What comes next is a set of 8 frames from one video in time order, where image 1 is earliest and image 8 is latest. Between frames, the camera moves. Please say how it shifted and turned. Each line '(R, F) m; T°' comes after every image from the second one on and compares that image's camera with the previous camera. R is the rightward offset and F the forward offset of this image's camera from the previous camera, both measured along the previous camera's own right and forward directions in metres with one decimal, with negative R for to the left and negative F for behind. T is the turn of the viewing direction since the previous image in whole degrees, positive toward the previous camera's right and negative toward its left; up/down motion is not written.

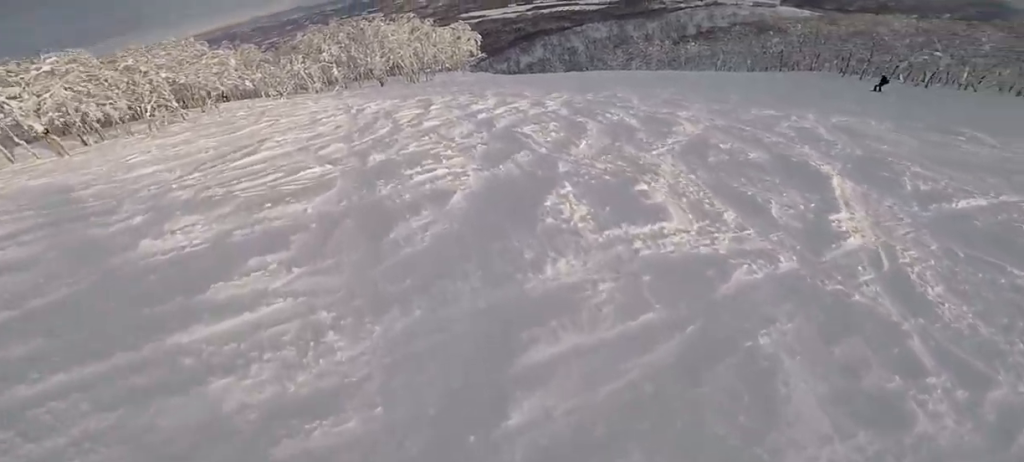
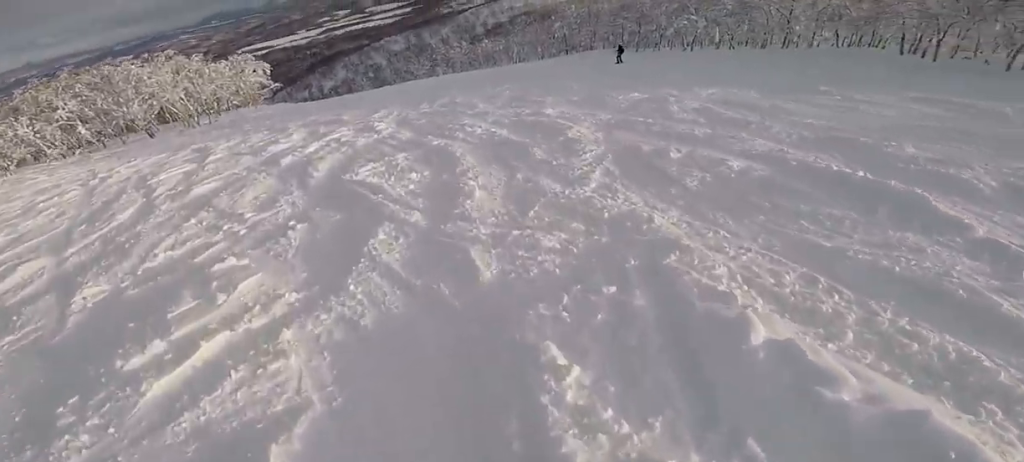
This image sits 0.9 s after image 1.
(+0.4, +4.0) m; +10°
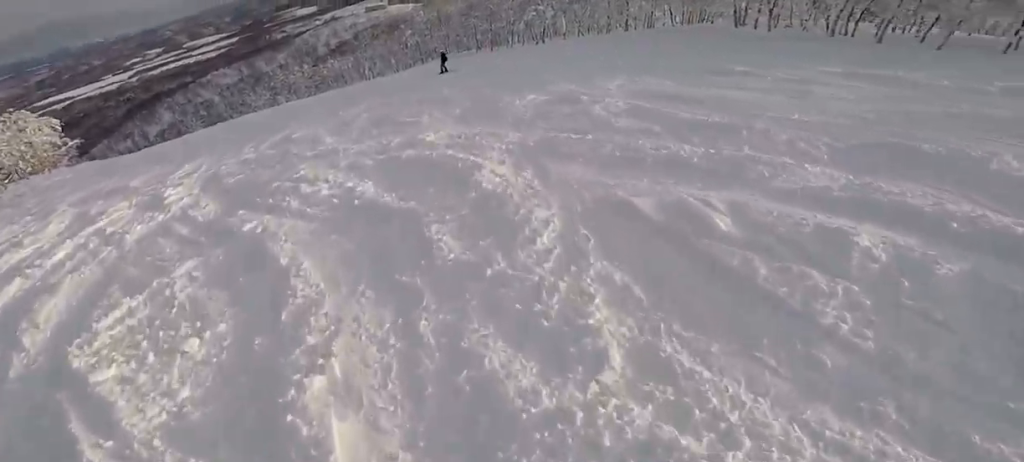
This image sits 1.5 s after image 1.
(+0.2, +3.0) m; +6°
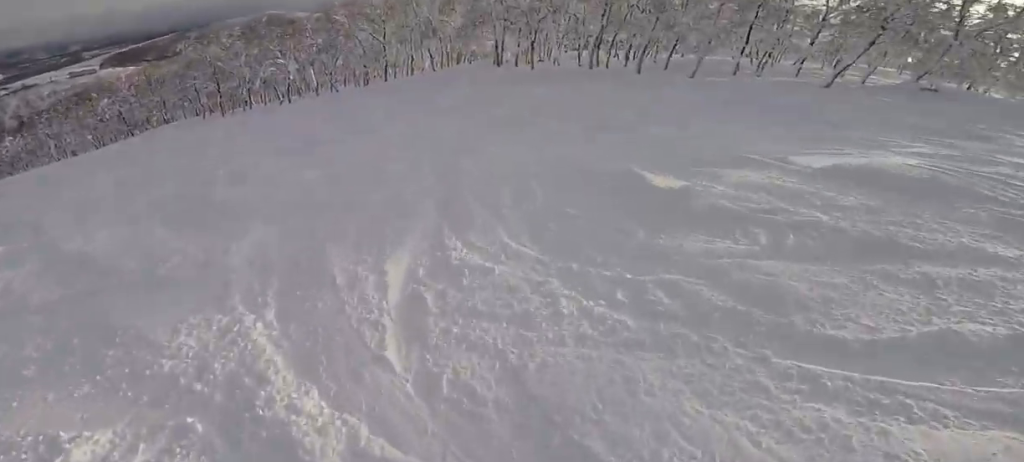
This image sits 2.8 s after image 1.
(+0.8, +6.8) m; +19°
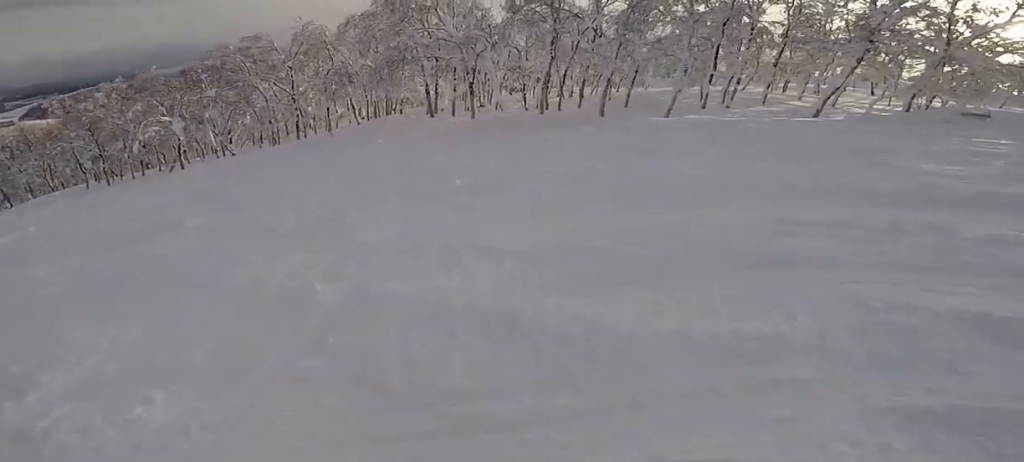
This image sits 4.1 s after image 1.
(+1.5, +5.8) m; +20°
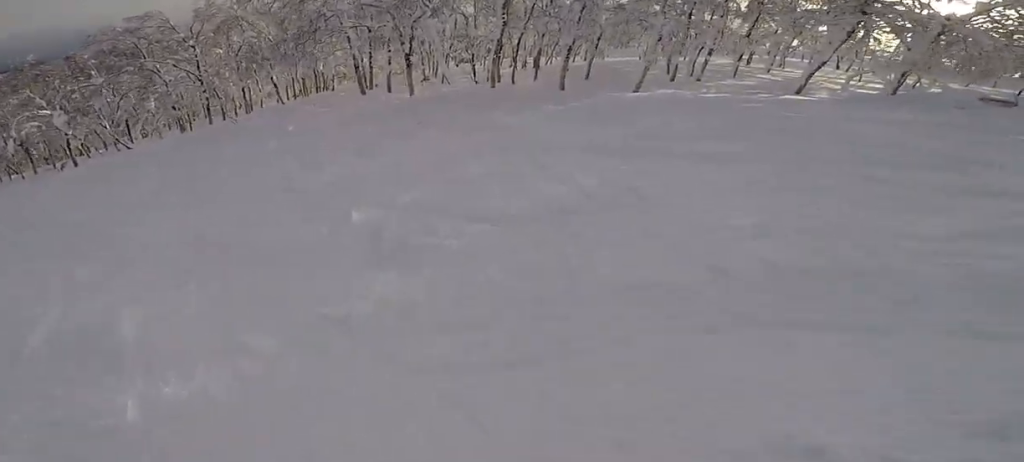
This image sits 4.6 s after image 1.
(+0.7, +2.4) m; -7°
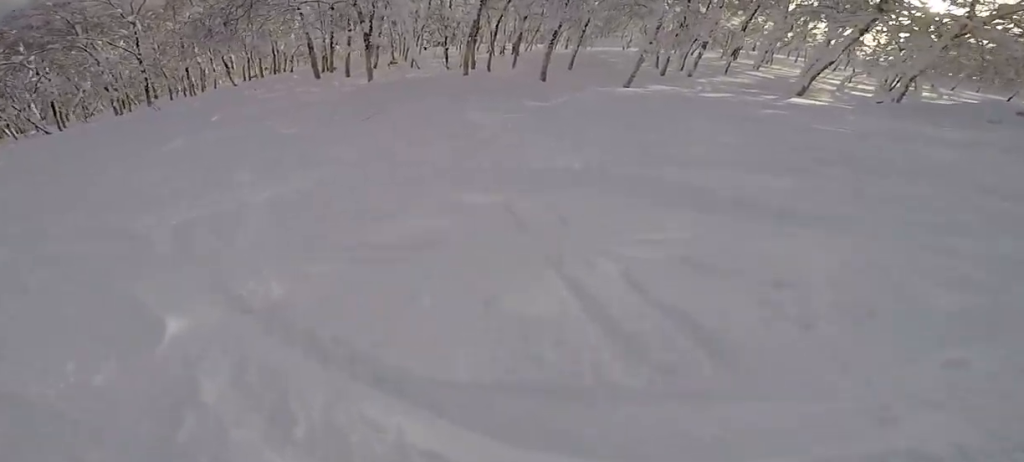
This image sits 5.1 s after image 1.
(-0.2, +1.8) m; -12°
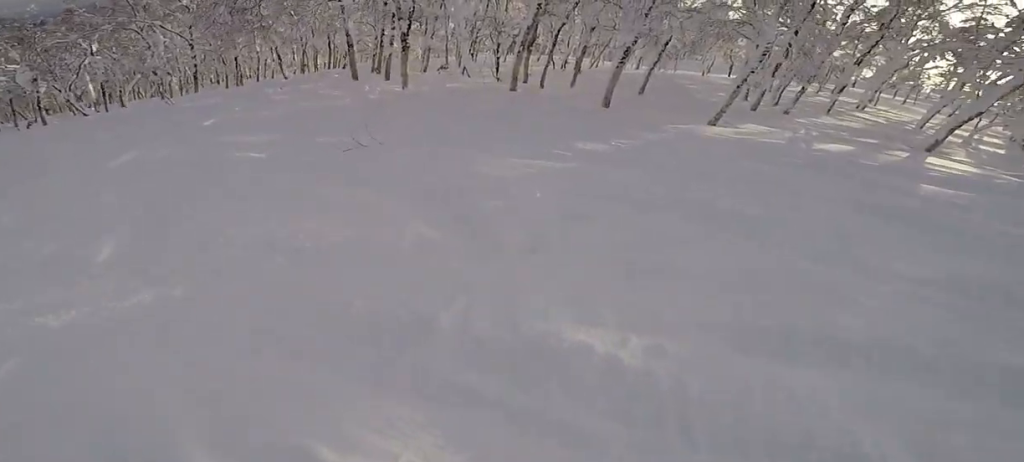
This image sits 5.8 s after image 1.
(-0.9, +2.5) m; -23°
